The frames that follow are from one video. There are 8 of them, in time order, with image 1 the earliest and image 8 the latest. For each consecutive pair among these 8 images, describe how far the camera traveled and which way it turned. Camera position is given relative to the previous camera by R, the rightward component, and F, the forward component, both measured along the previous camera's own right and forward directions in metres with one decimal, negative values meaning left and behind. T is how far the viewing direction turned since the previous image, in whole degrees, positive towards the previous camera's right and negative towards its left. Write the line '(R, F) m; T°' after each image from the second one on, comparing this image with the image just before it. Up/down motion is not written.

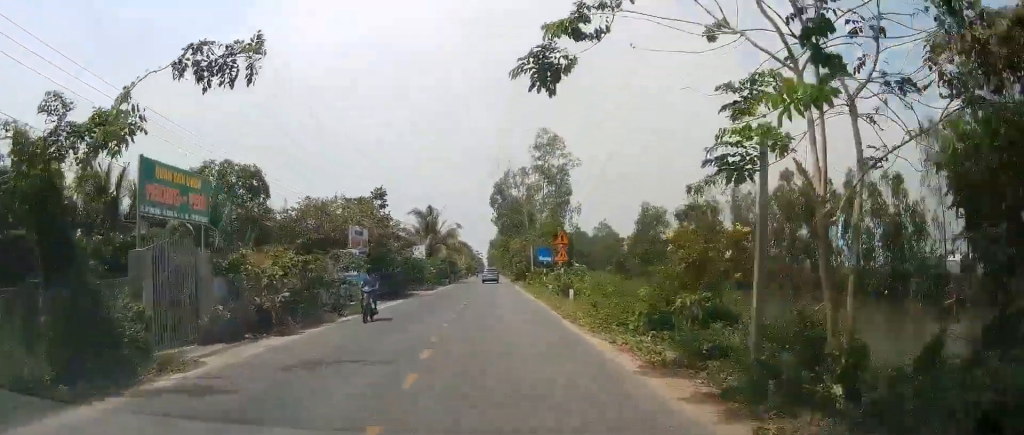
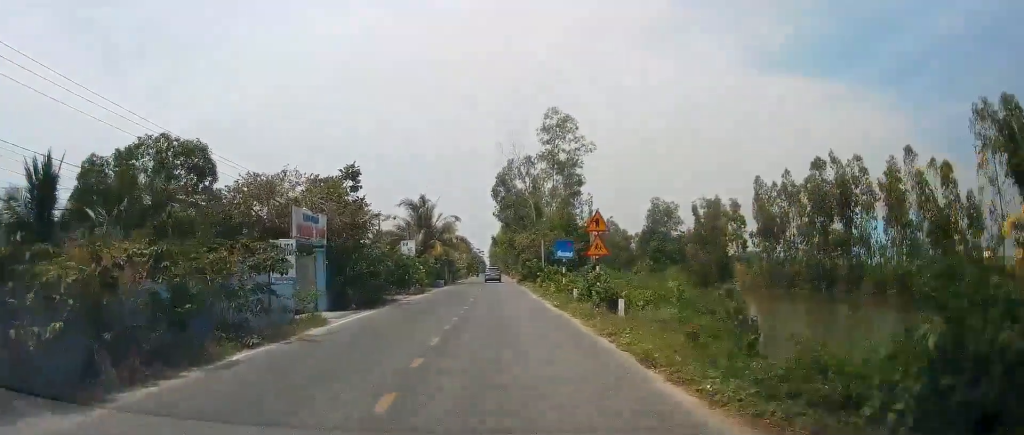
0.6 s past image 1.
(0.0, +9.4) m; -2°
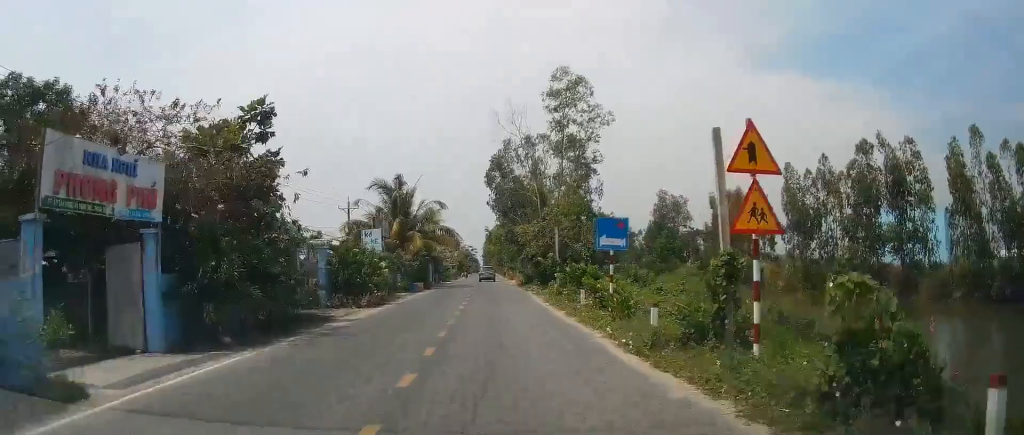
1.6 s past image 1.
(-0.4, +13.3) m; -2°
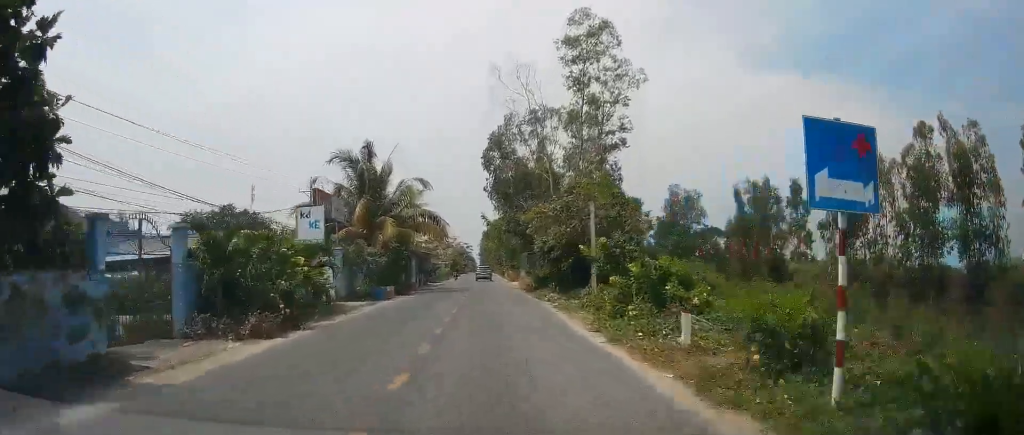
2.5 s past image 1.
(-0.2, +12.8) m; +1°
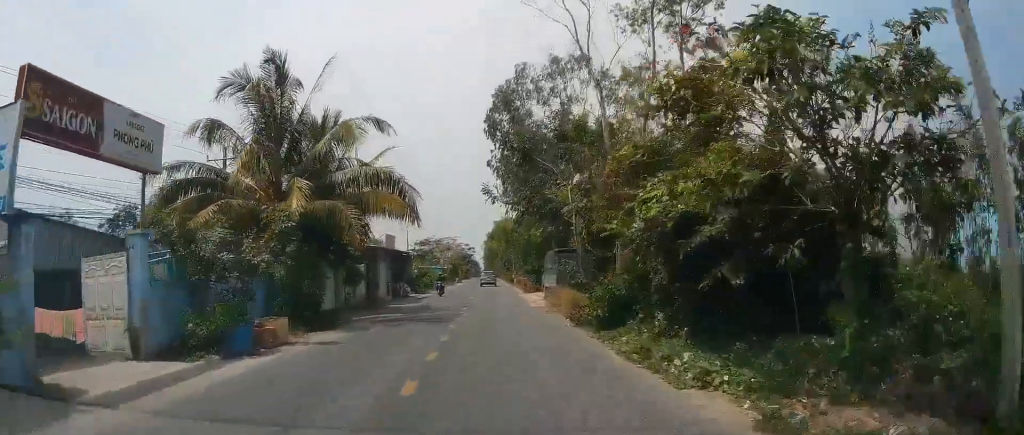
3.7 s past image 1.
(+0.6, +18.0) m; +2°
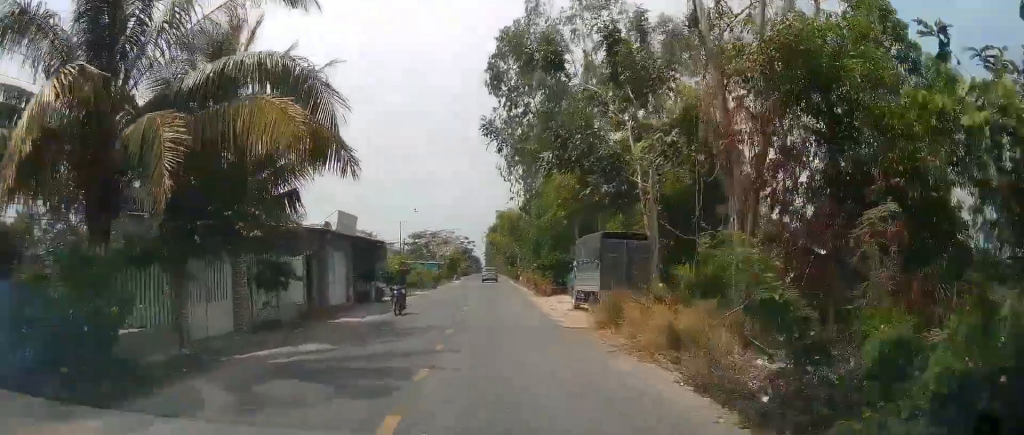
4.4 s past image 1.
(0.0, +11.2) m; 0°
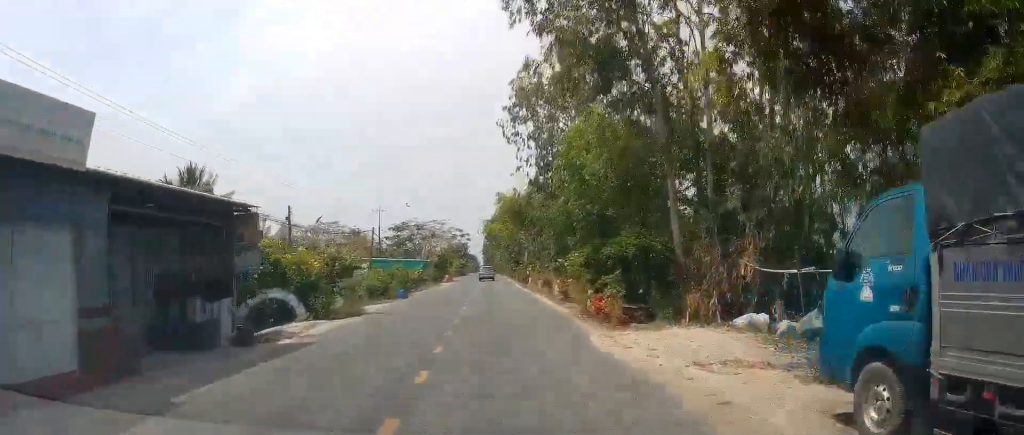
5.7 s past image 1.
(0.0, +18.7) m; -1°
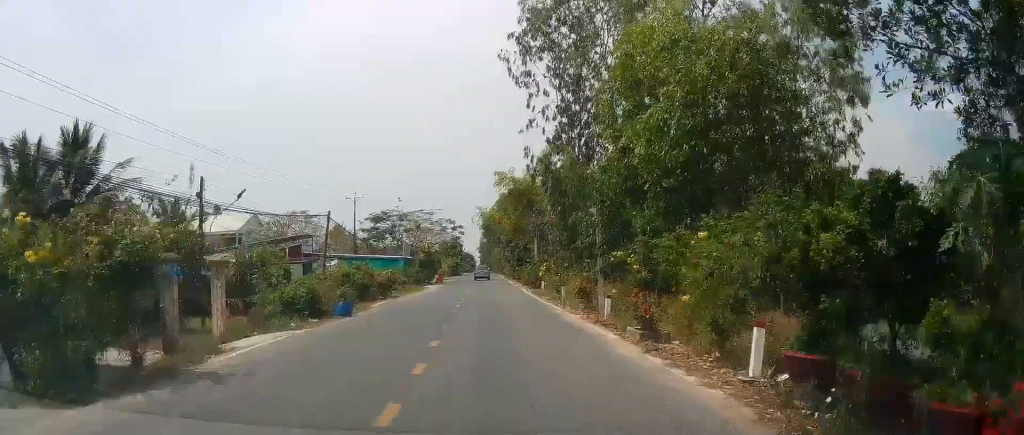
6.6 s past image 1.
(-0.3, +14.2) m; -1°
